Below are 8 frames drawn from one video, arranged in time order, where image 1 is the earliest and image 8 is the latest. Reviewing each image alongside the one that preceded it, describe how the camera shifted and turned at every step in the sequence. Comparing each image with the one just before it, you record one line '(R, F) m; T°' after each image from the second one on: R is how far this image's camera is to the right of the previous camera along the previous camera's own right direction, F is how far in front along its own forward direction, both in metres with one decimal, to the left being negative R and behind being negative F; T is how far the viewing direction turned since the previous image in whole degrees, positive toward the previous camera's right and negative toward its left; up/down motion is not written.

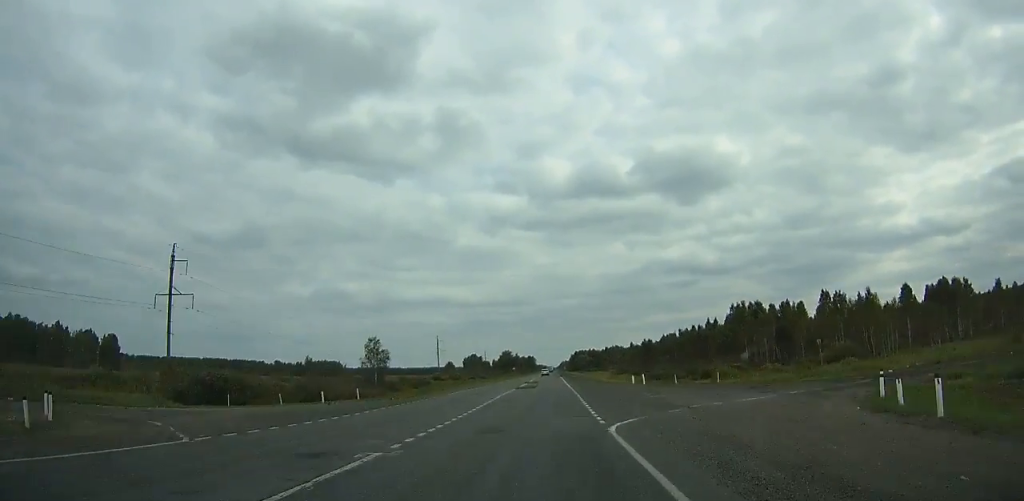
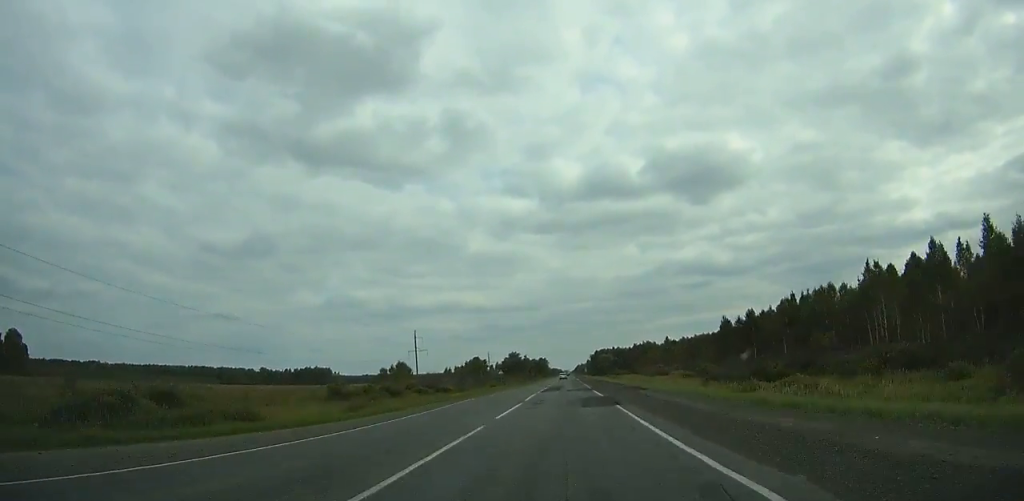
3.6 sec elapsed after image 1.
(-0.5, +78.0) m; -1°
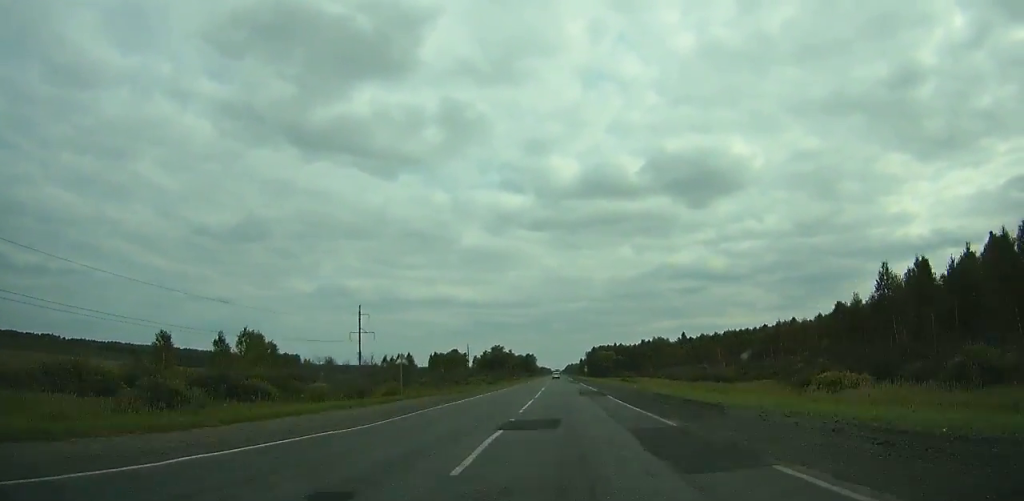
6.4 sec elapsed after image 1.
(-0.3, +59.3) m; 0°
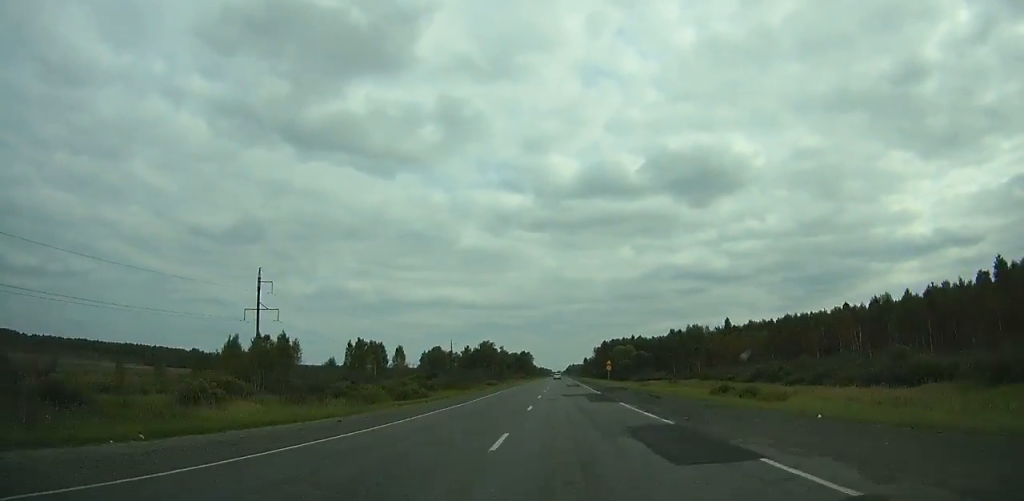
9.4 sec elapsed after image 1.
(+0.2, +63.2) m; 0°
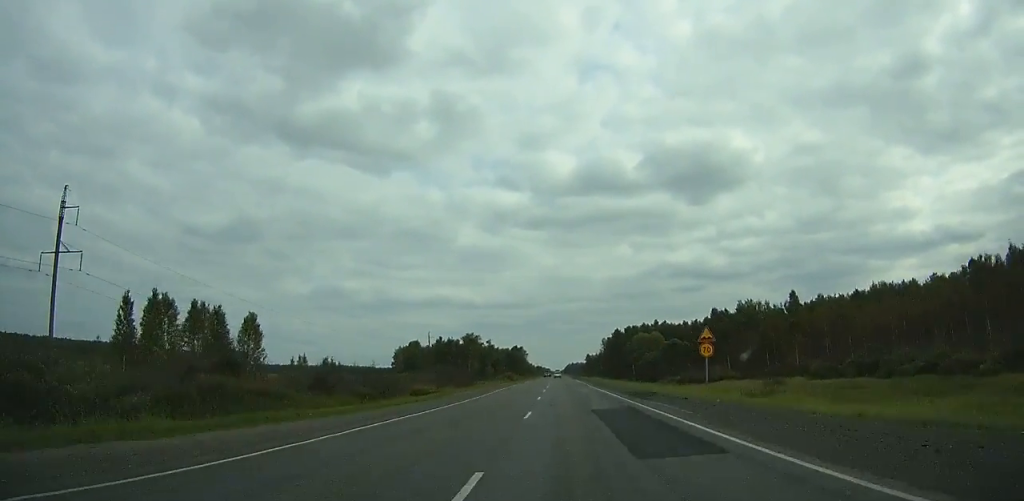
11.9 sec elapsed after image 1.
(+0.1, +52.9) m; +1°
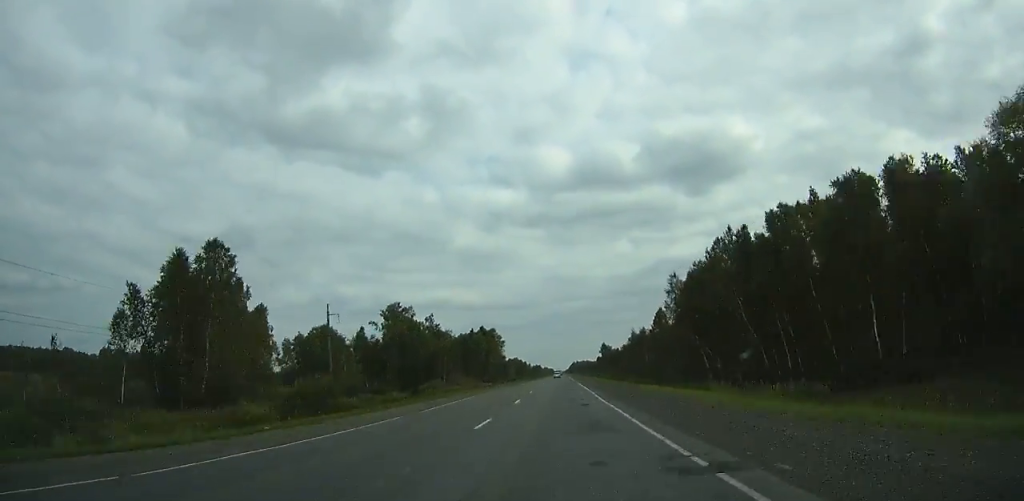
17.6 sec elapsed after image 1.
(+0.8, +122.0) m; 0°
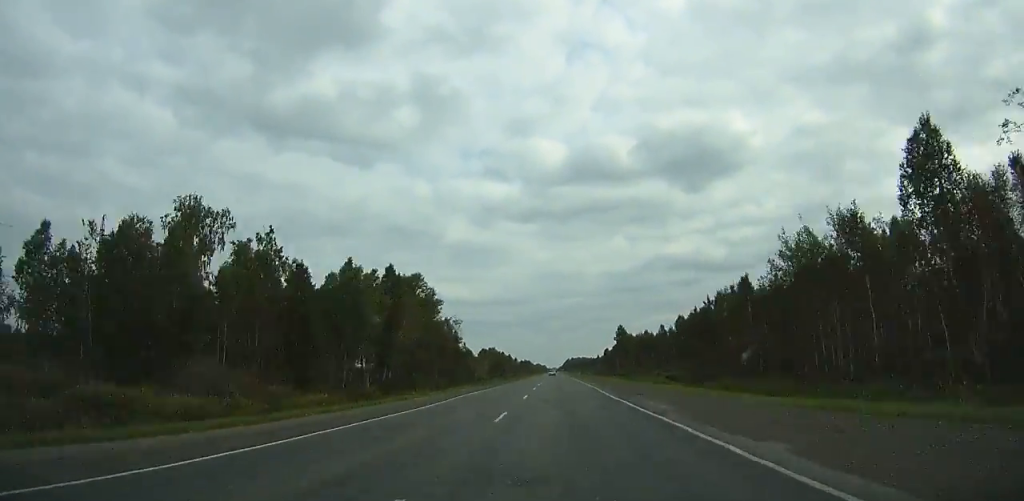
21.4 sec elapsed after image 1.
(-0.4, +82.6) m; 0°
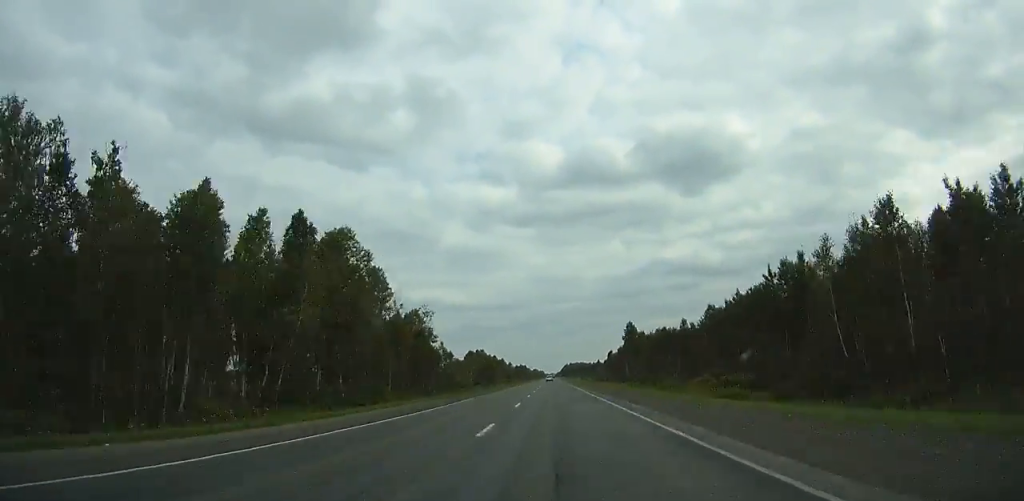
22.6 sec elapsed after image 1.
(0.0, +26.3) m; 0°
